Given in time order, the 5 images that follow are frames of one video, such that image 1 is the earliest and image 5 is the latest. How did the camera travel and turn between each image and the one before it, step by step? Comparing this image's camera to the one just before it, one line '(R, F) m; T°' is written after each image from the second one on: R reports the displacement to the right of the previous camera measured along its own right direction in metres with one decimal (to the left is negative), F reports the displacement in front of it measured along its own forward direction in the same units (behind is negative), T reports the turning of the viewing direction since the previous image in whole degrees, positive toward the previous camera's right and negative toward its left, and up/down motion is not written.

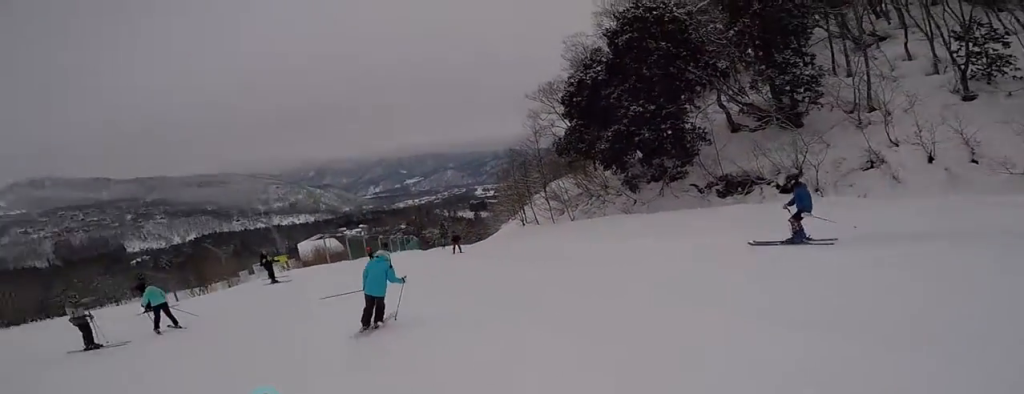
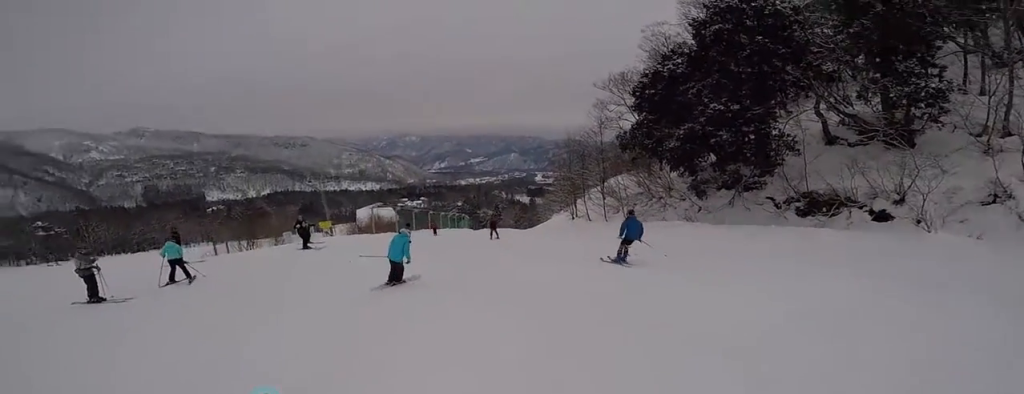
(+0.5, +2.5) m; +5°
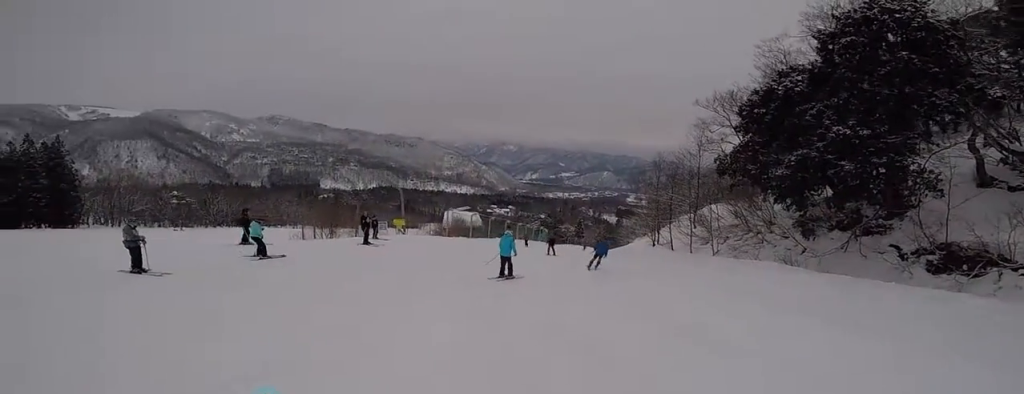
(-0.1, +2.9) m; -6°
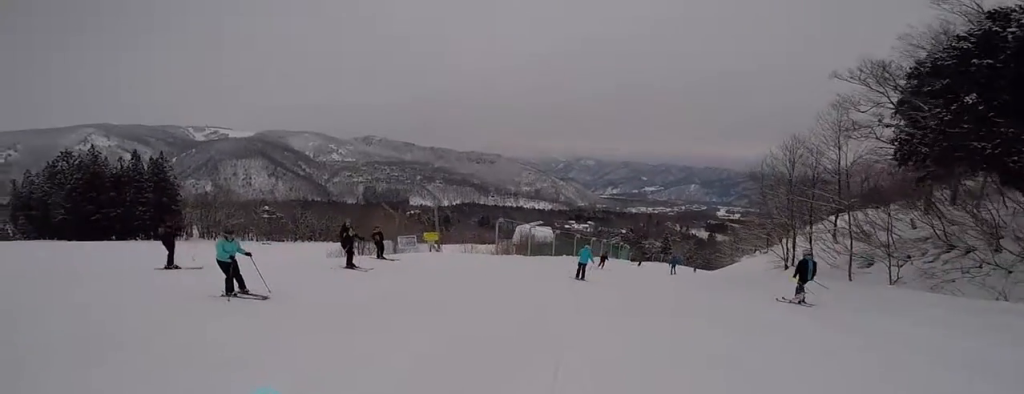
(-1.6, +8.7) m; -15°
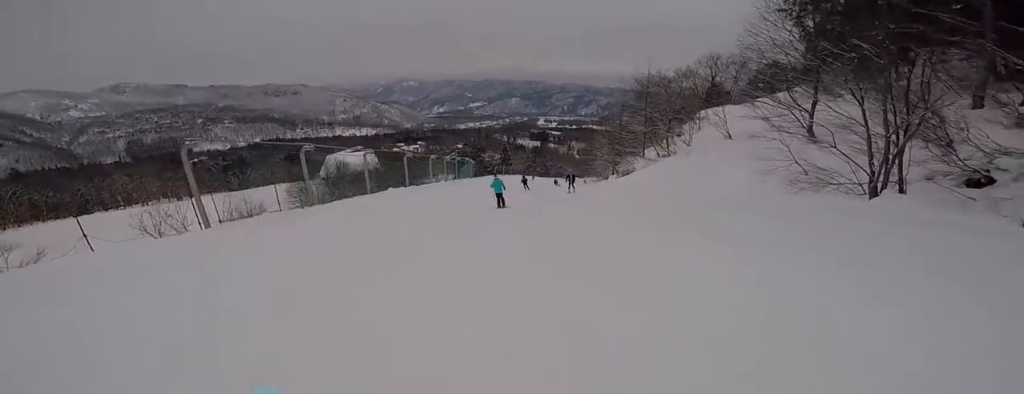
(-2.5, +13.9) m; -8°
